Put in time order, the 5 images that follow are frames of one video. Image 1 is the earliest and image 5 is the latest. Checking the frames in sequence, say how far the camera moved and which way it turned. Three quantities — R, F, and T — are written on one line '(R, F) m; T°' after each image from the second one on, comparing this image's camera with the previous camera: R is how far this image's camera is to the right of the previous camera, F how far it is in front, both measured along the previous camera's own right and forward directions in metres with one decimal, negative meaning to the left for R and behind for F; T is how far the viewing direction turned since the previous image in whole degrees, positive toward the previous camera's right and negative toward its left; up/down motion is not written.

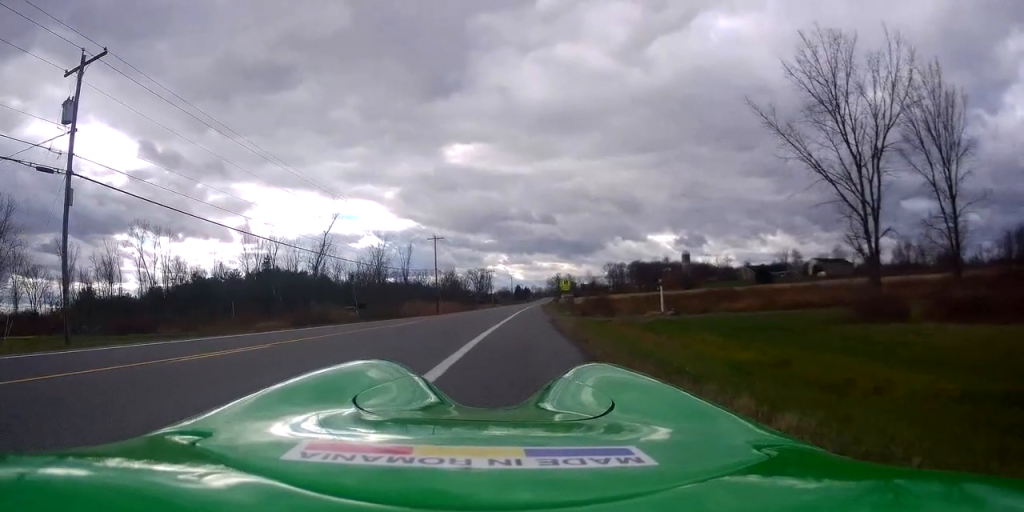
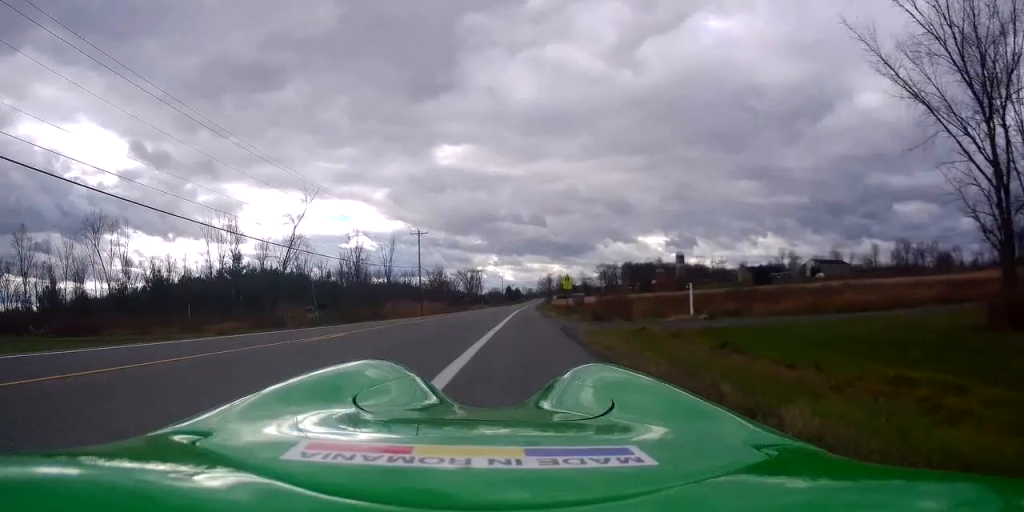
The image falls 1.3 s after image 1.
(+0.3, +7.2) m; -1°
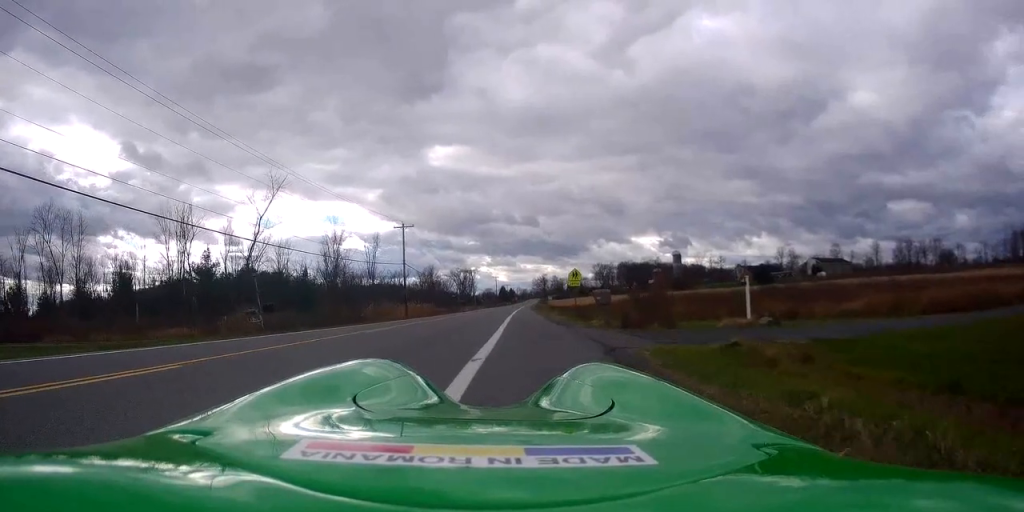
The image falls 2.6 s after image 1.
(-0.3, +7.6) m; +2°
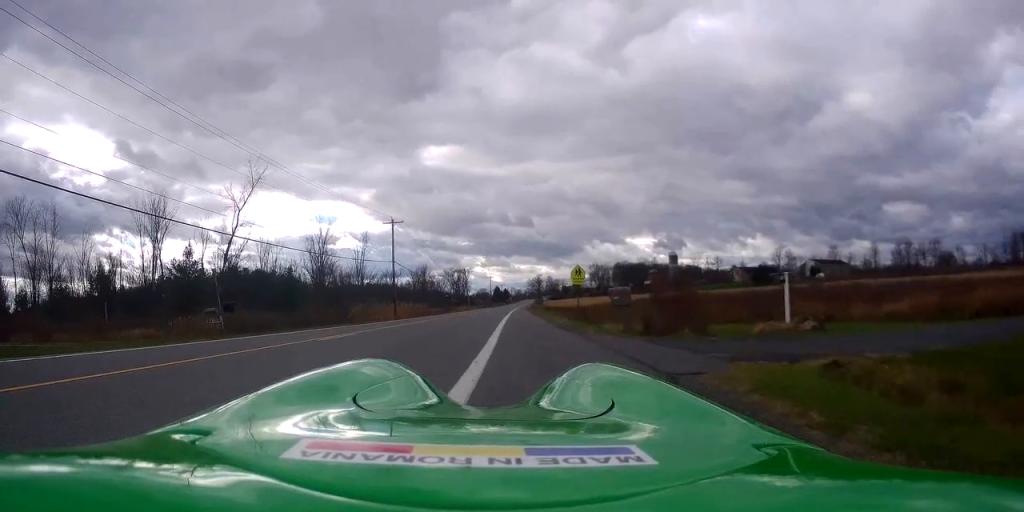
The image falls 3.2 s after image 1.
(+0.4, +3.6) m; 0°
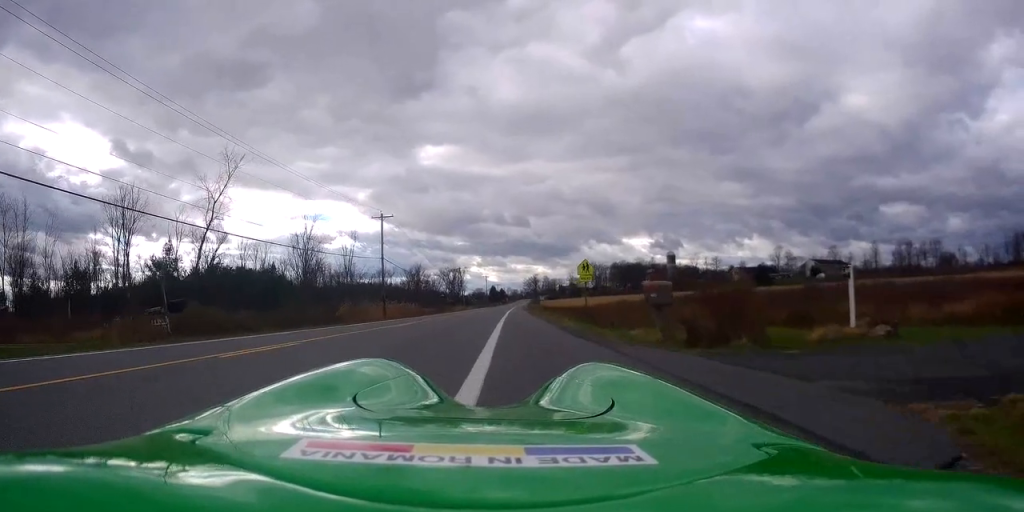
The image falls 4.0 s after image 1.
(-0.1, +4.1) m; 0°
